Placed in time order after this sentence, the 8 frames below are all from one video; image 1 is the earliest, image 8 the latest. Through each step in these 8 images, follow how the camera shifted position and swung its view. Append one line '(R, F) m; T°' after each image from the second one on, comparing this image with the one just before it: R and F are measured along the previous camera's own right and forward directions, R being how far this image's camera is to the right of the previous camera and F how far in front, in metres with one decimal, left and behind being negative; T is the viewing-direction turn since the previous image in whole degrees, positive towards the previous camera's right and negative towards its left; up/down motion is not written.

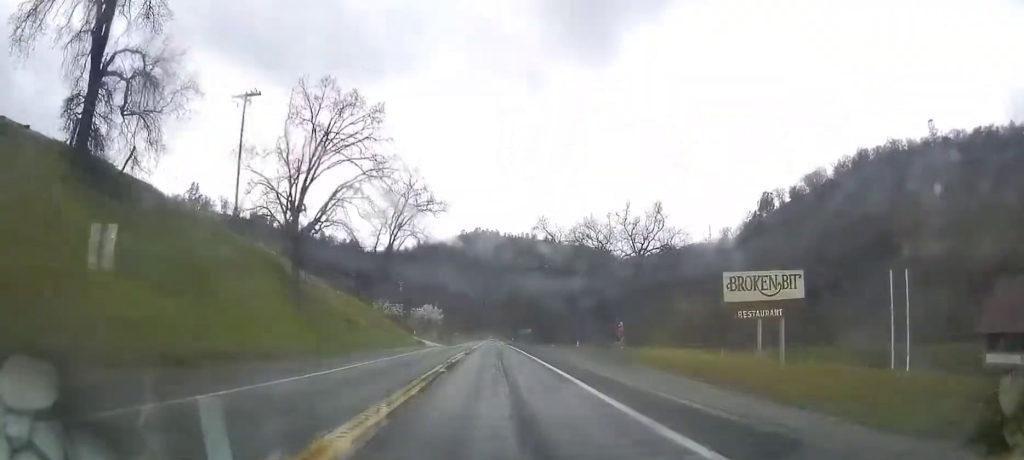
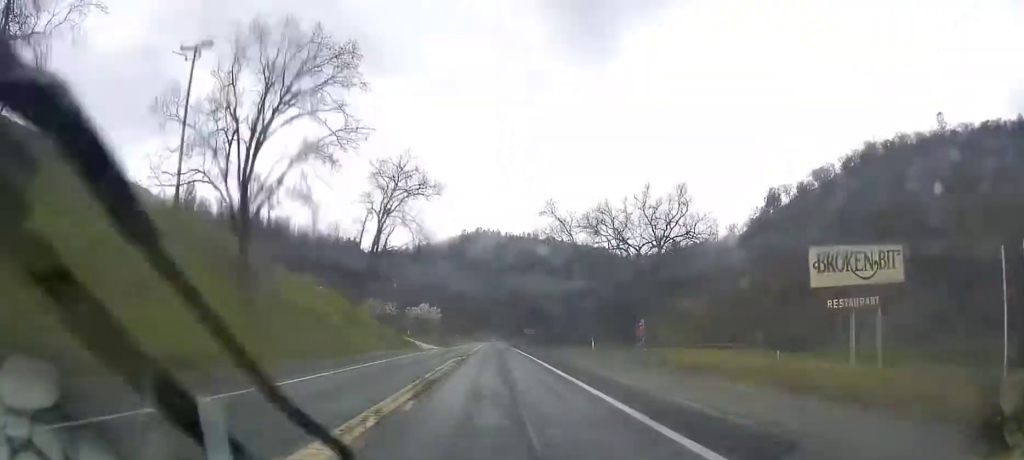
(0.0, +9.5) m; -1°
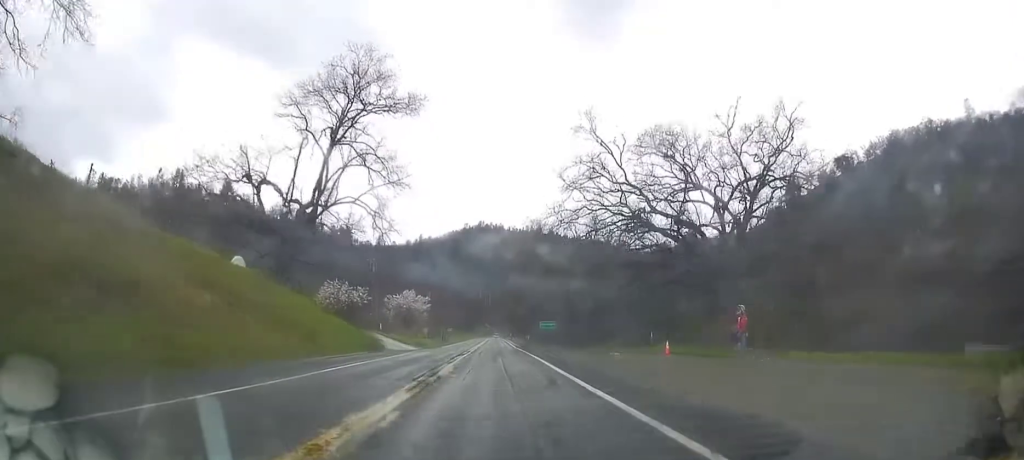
(-0.7, +24.9) m; -1°
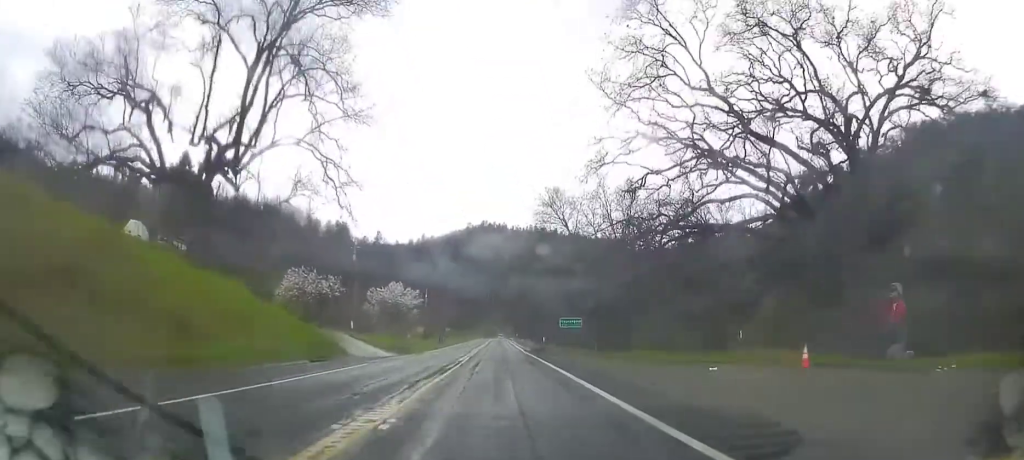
(+0.1, +16.0) m; +1°
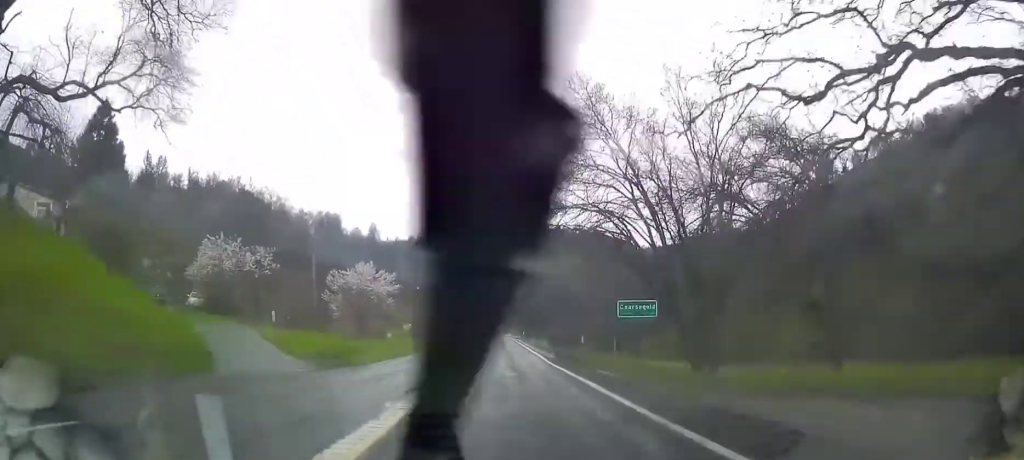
(+0.4, +20.8) m; +1°
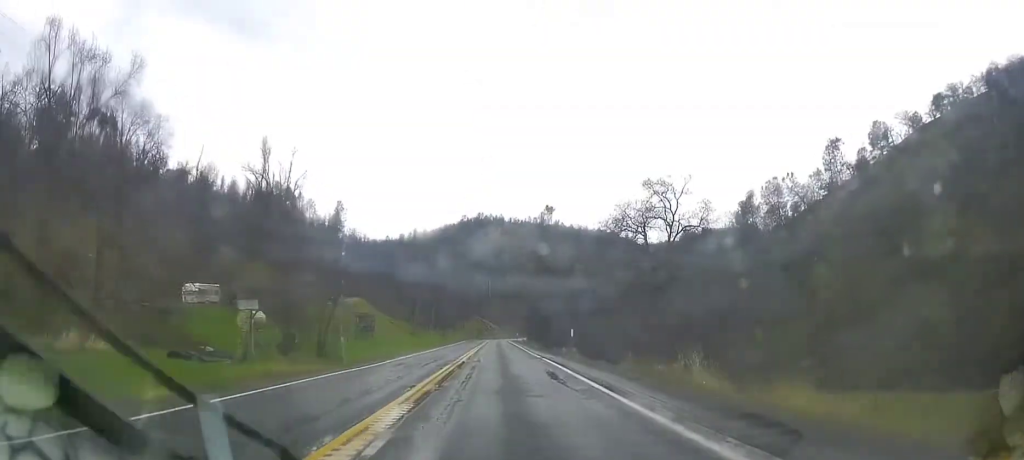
(+0.1, +61.2) m; 0°
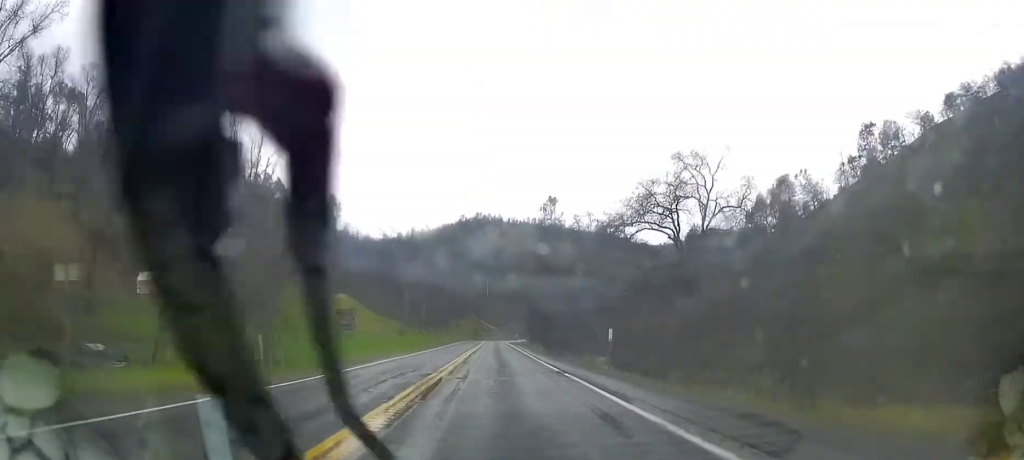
(0.0, +10.2) m; 0°
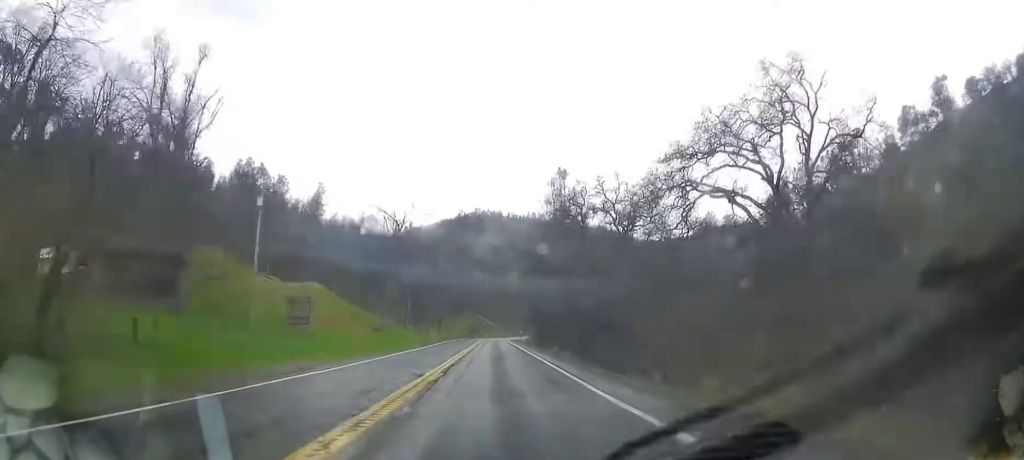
(0.0, +16.9) m; 0°
